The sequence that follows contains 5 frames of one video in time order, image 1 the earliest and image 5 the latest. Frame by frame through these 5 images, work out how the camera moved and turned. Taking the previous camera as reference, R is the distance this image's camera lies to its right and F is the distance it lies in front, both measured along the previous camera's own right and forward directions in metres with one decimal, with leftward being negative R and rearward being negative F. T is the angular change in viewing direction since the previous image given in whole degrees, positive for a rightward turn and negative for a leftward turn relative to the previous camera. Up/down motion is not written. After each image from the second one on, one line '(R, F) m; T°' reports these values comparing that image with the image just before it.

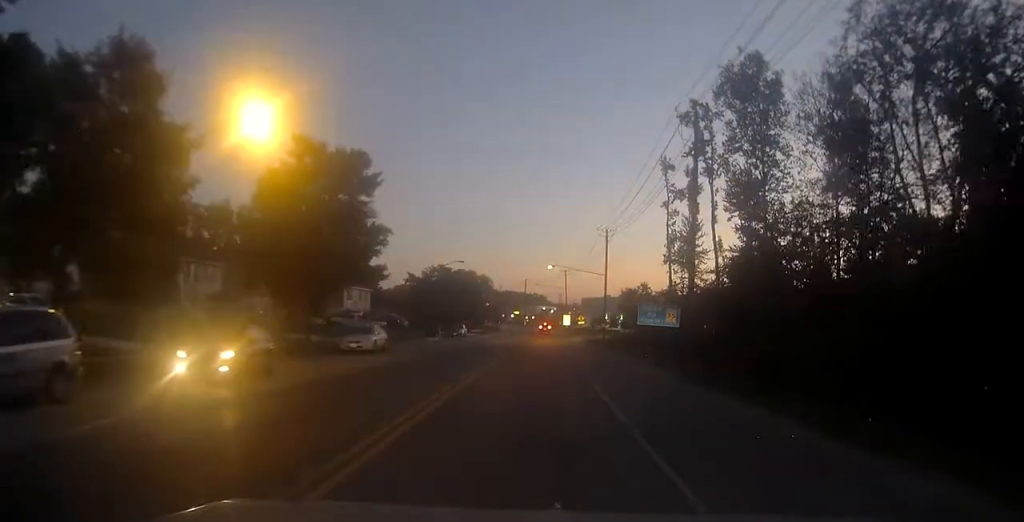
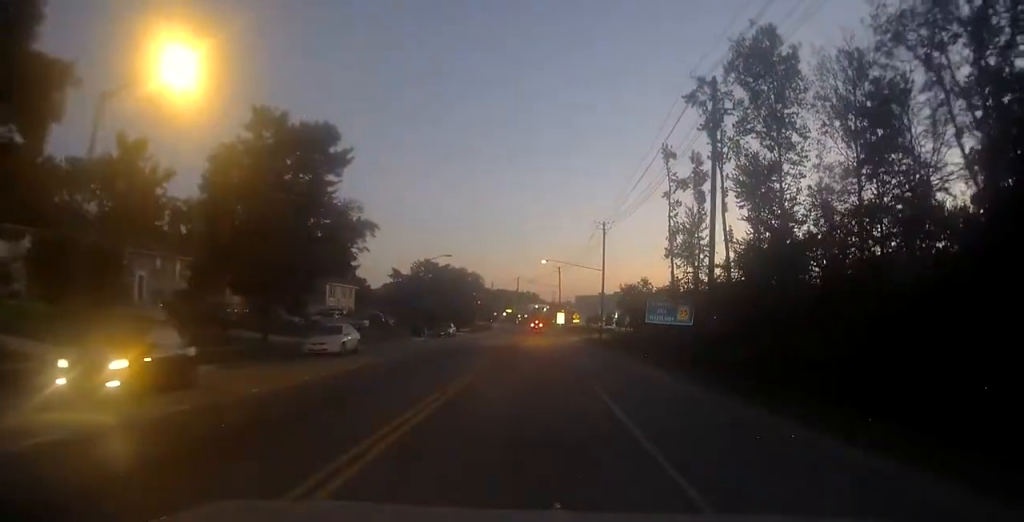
(0.0, +4.0) m; +2°
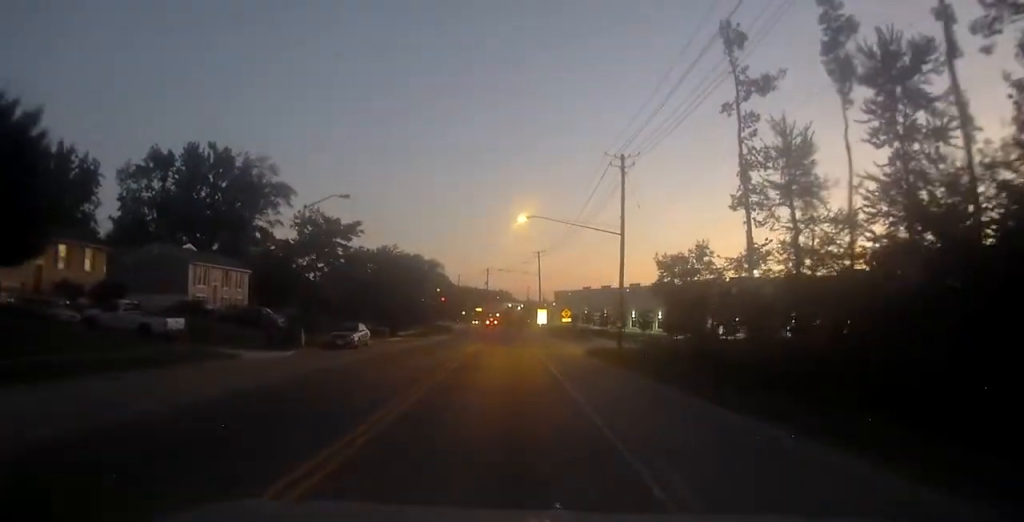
(+0.9, +27.0) m; +2°
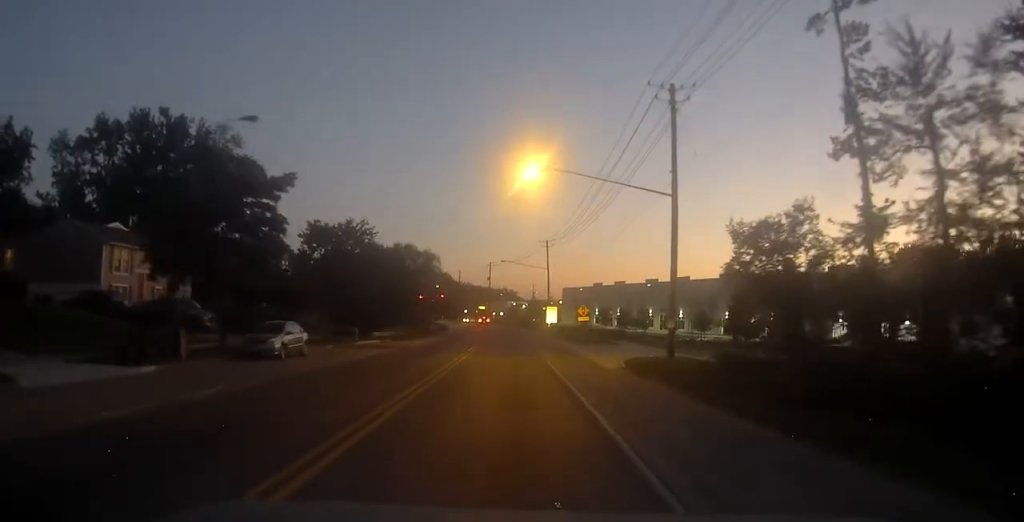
(+0.2, +12.2) m; +1°
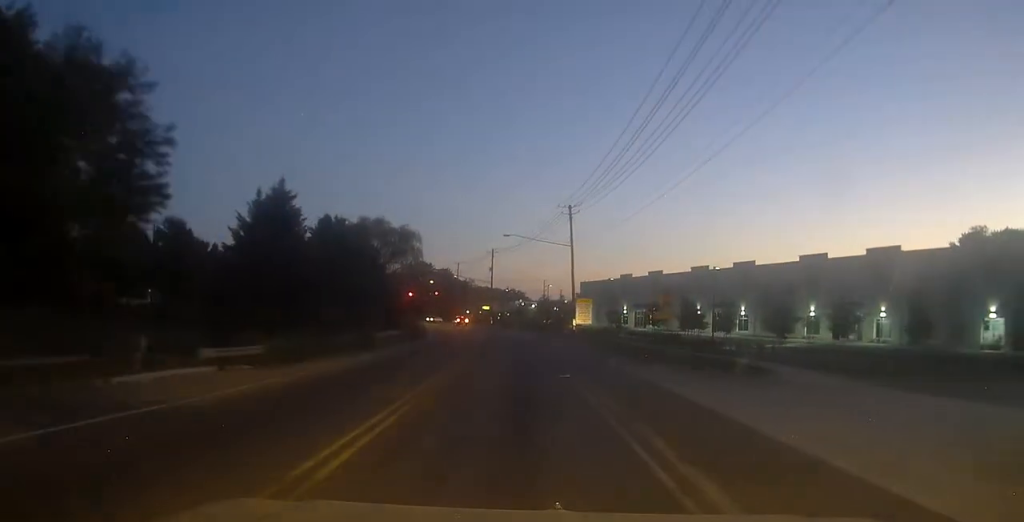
(-0.1, +26.7) m; -1°
